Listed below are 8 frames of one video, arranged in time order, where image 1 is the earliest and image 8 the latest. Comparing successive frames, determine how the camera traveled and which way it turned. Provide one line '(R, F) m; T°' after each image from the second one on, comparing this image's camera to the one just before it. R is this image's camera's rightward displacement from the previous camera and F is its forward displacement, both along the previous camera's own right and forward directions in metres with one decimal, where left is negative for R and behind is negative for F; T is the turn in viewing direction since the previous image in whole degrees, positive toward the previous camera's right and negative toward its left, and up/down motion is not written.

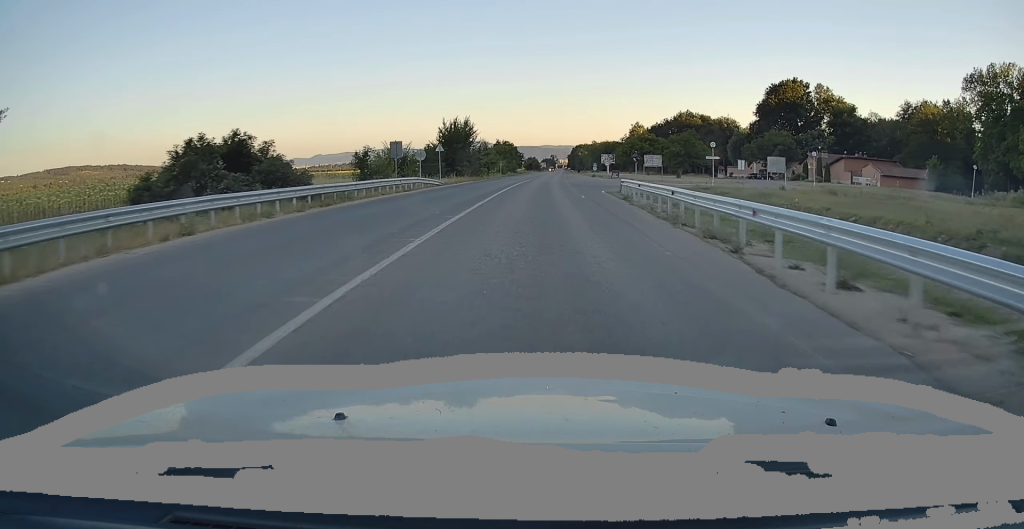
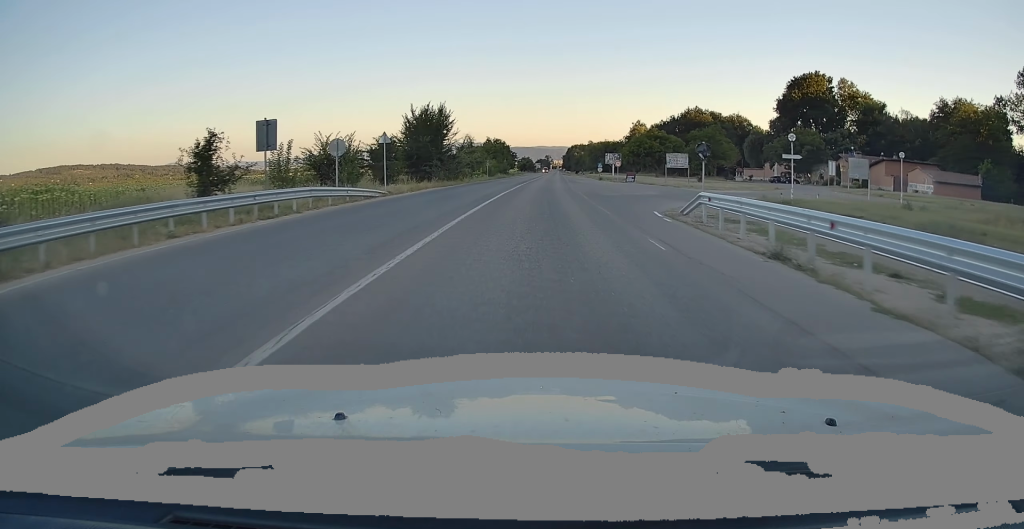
(0.0, +17.2) m; 0°
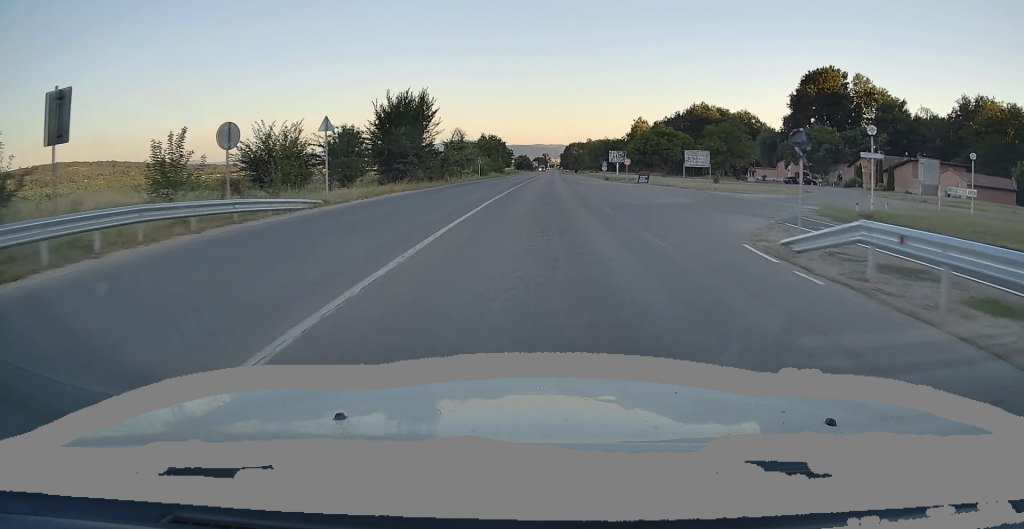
(0.0, +9.2) m; 0°
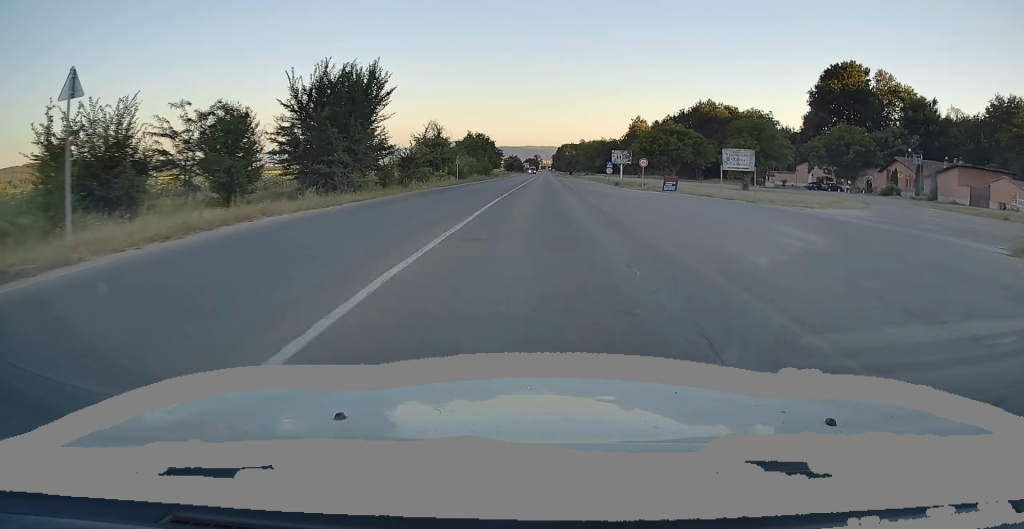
(+0.1, +13.8) m; +1°
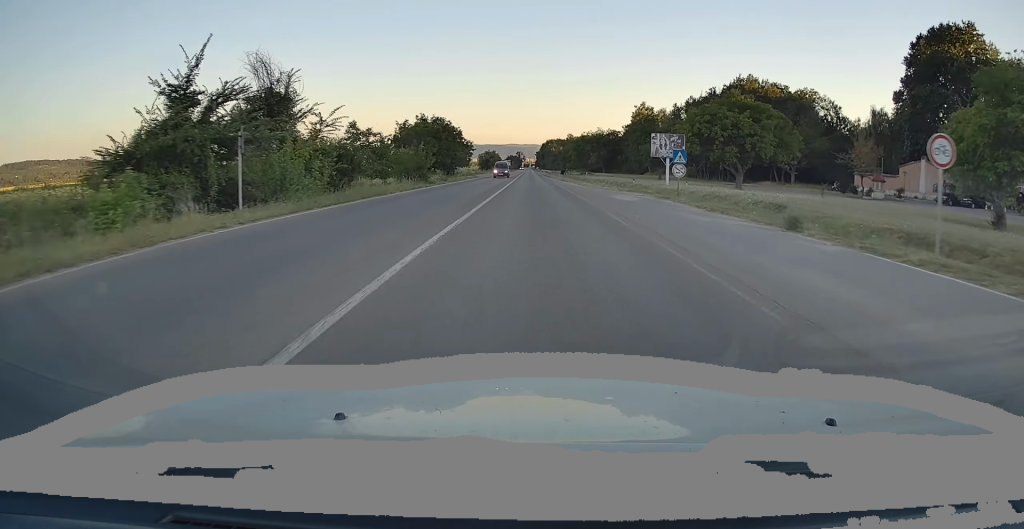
(+1.1, +41.7) m; +2°
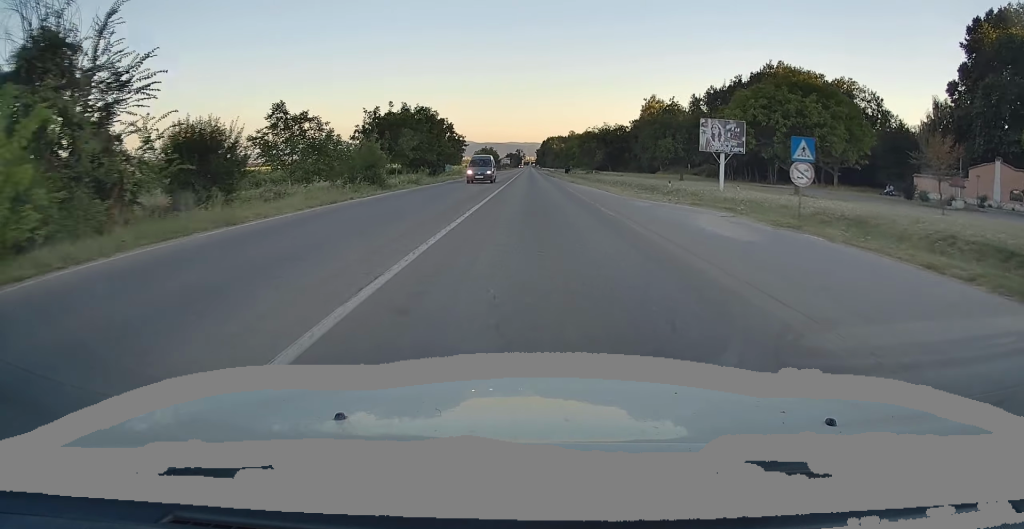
(-0.1, +14.8) m; 0°
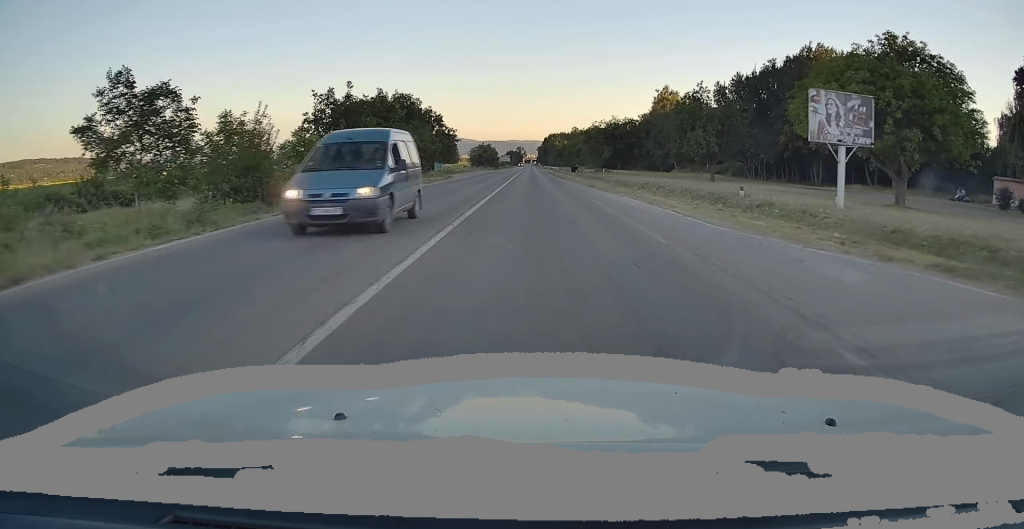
(0.0, +15.3) m; 0°
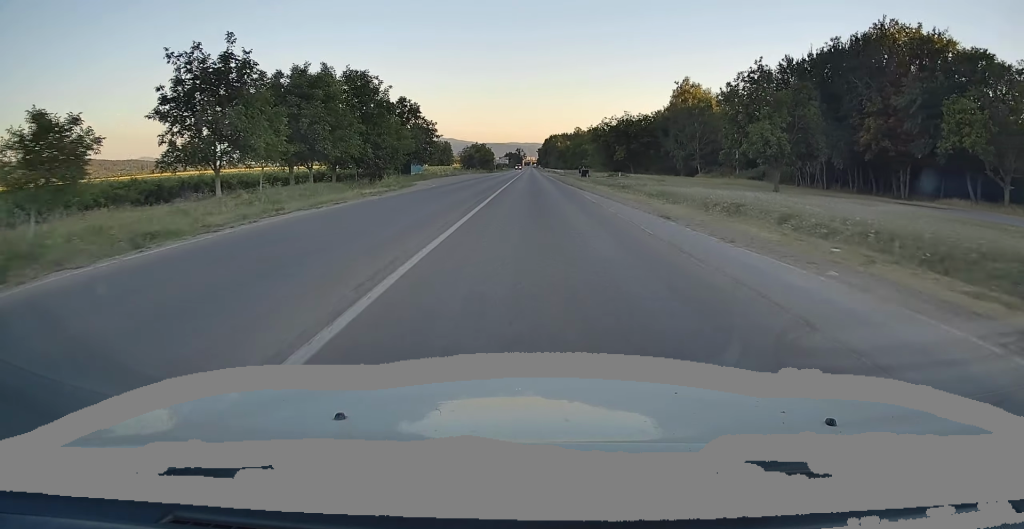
(0.0, +21.0) m; 0°
